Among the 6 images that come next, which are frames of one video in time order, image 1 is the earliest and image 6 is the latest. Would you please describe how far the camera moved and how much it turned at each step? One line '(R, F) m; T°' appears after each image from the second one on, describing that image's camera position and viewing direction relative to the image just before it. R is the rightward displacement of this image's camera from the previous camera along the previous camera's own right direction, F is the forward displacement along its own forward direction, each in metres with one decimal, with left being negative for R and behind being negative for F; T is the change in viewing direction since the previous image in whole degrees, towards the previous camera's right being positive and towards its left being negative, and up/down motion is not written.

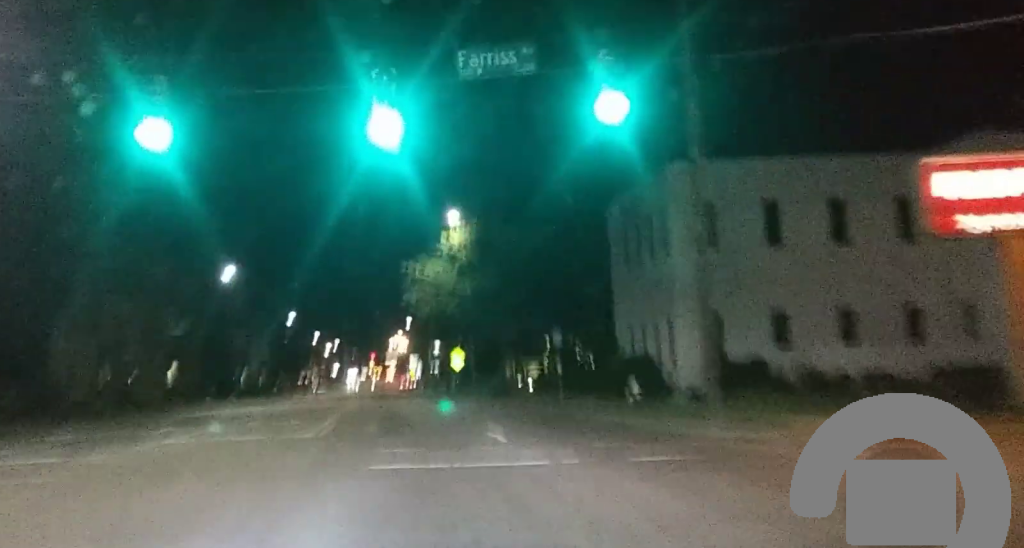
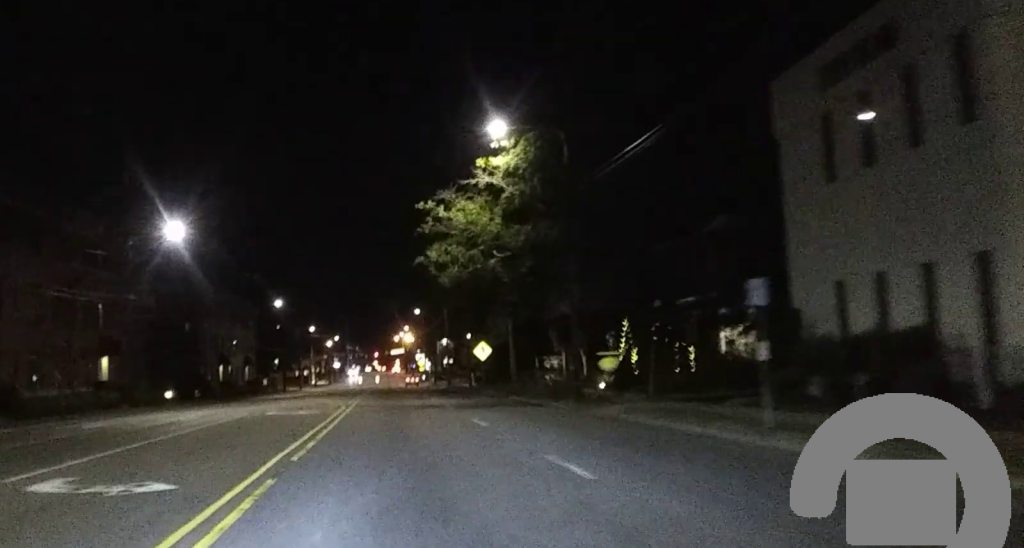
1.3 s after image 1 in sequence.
(+0.3, +20.2) m; +1°
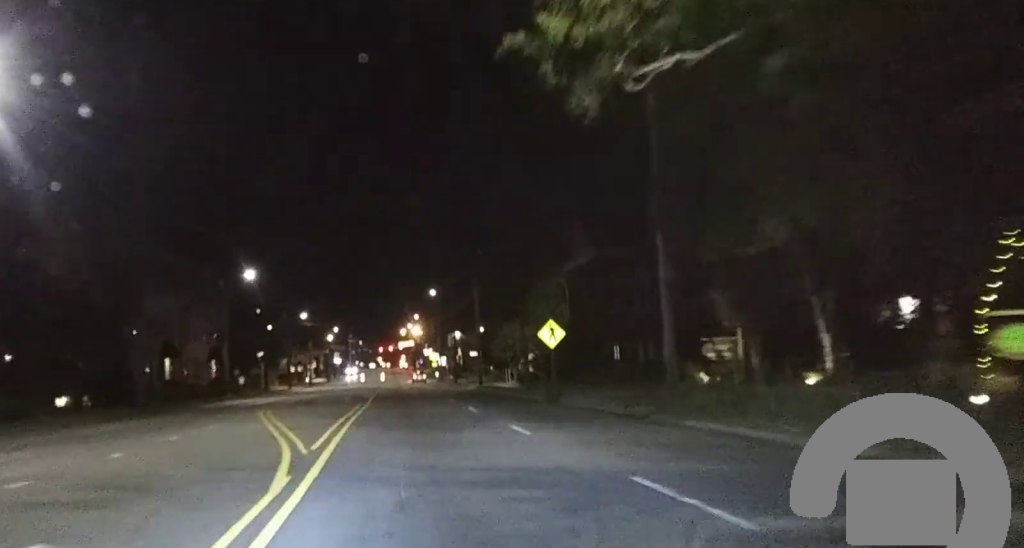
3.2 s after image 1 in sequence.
(0.0, +28.9) m; 0°
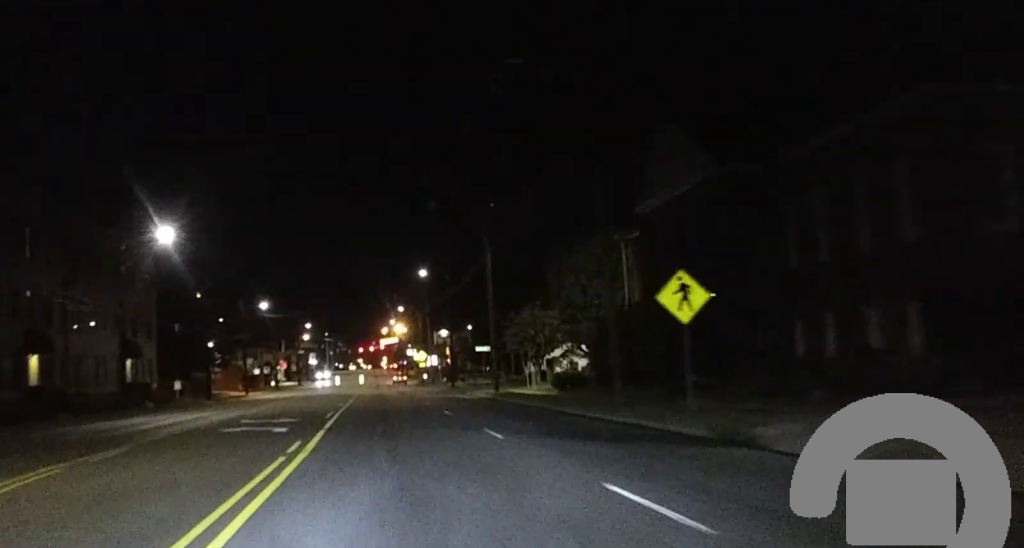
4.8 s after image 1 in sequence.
(0.0, +24.4) m; 0°
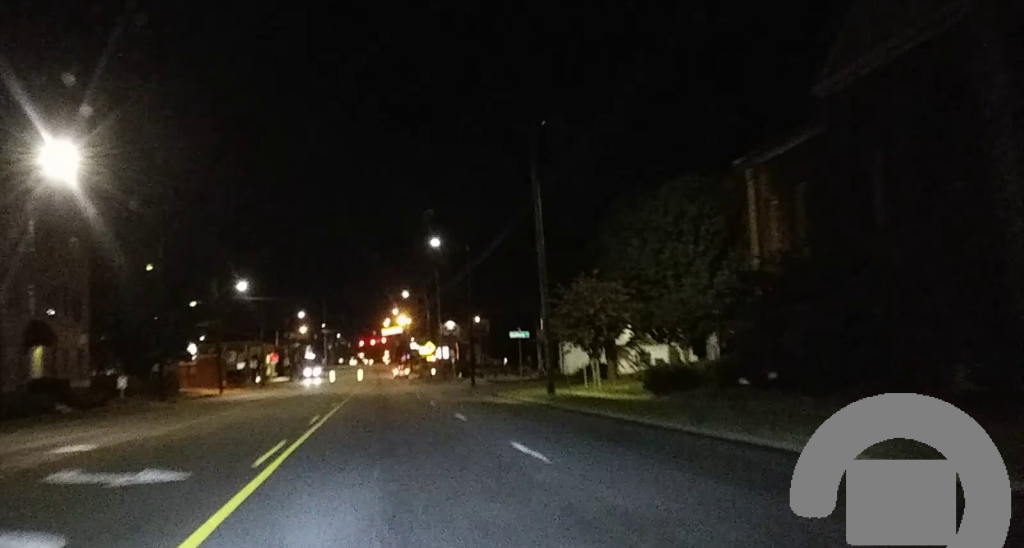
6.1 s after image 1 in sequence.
(+0.2, +18.9) m; 0°
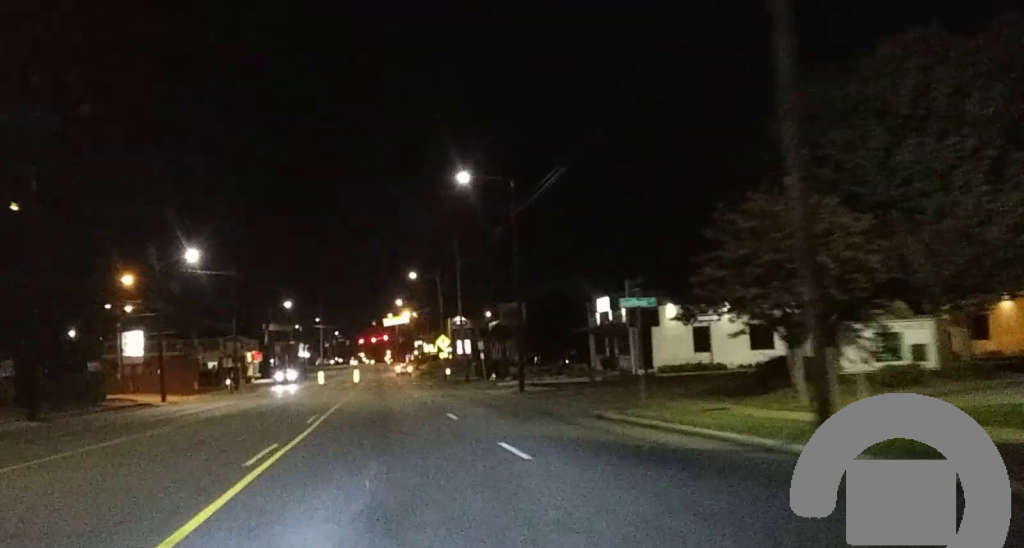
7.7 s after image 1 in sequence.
(+0.1, +24.4) m; 0°
